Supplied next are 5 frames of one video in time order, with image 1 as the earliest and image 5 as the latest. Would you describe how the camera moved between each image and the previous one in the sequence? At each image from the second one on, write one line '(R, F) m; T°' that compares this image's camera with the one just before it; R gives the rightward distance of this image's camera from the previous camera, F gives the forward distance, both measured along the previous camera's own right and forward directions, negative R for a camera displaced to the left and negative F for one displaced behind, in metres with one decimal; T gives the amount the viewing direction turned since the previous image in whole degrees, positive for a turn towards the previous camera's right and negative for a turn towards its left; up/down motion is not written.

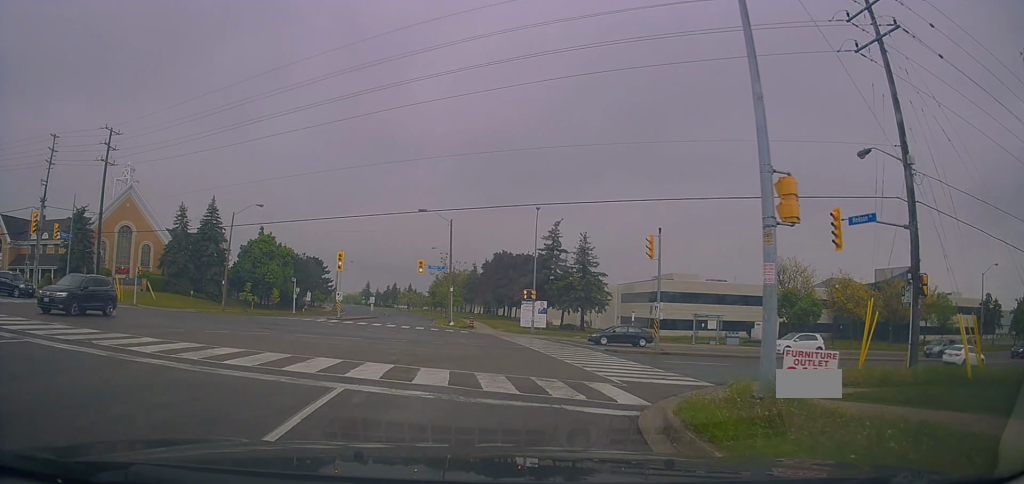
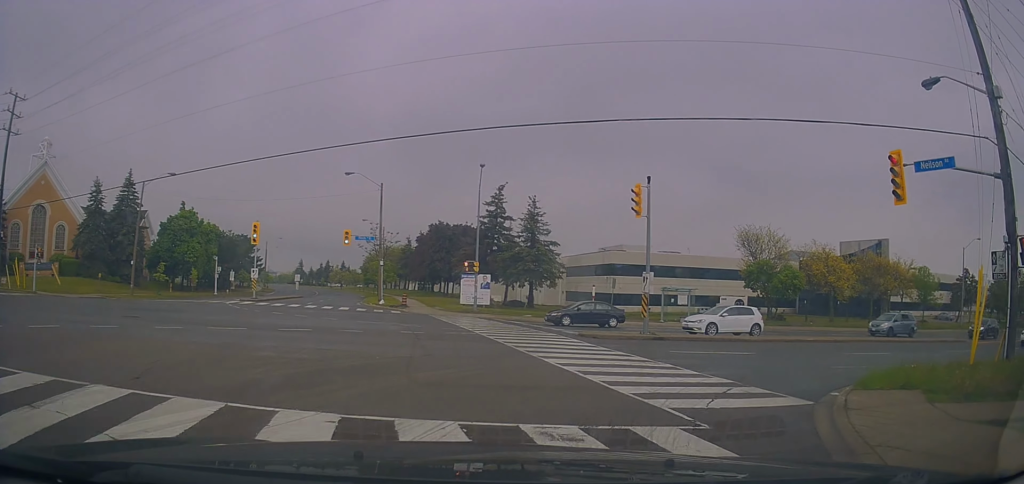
(0.0, +7.5) m; +8°
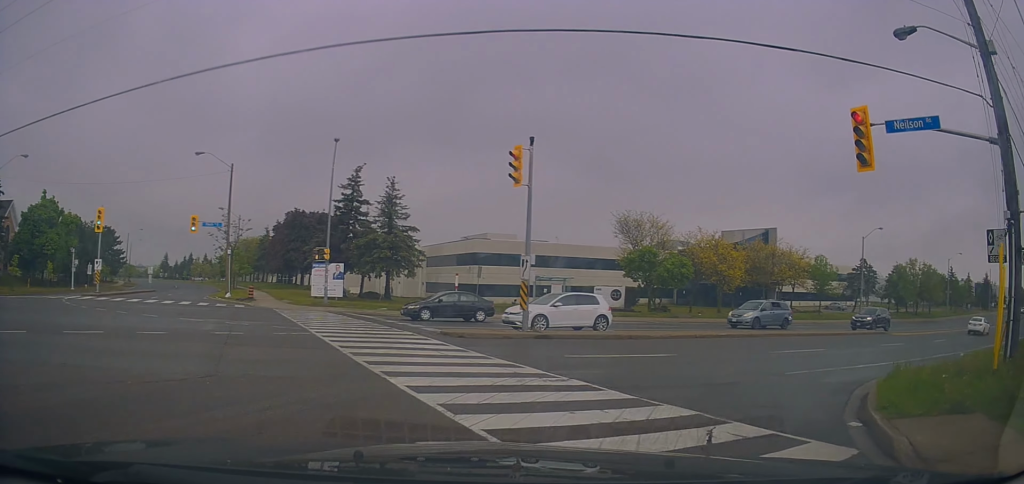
(-0.2, +4.2) m; +12°
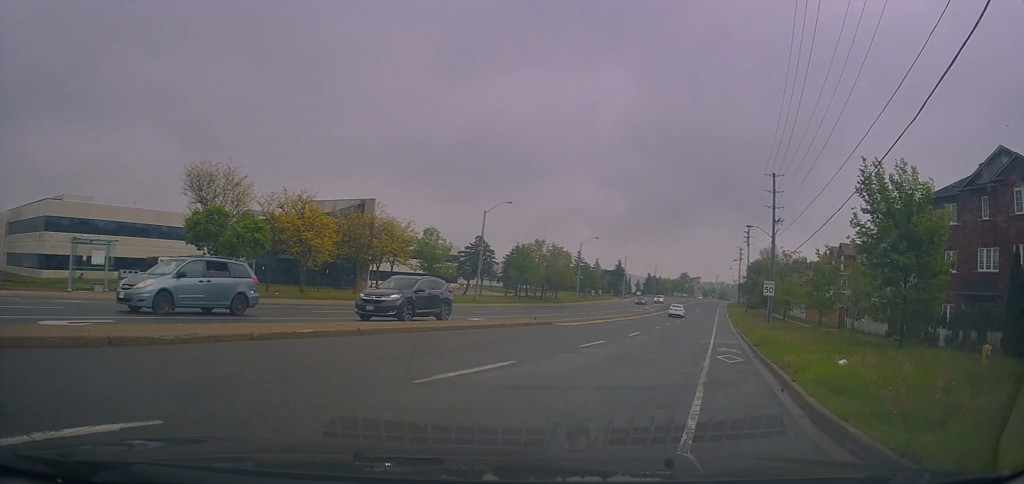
(+4.6, +8.7) m; +47°
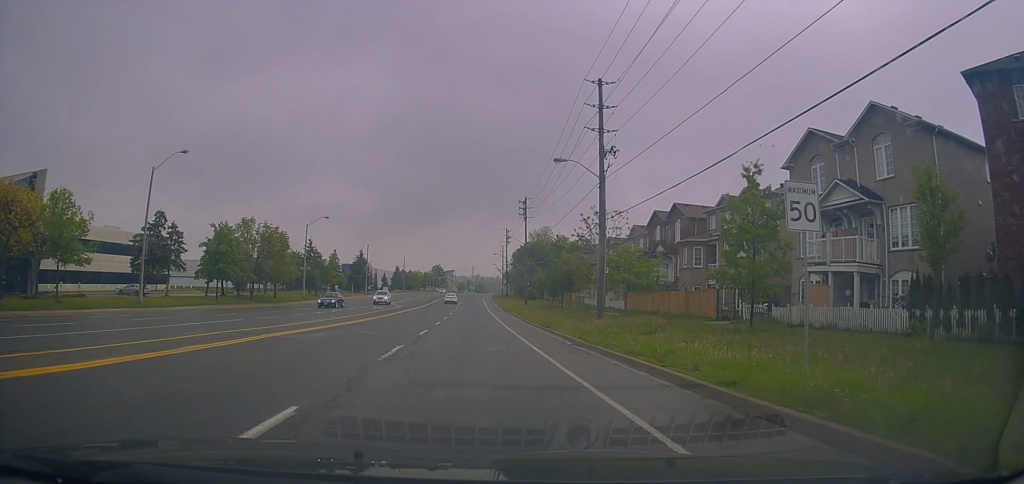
(+6.1, +20.3) m; +19°
